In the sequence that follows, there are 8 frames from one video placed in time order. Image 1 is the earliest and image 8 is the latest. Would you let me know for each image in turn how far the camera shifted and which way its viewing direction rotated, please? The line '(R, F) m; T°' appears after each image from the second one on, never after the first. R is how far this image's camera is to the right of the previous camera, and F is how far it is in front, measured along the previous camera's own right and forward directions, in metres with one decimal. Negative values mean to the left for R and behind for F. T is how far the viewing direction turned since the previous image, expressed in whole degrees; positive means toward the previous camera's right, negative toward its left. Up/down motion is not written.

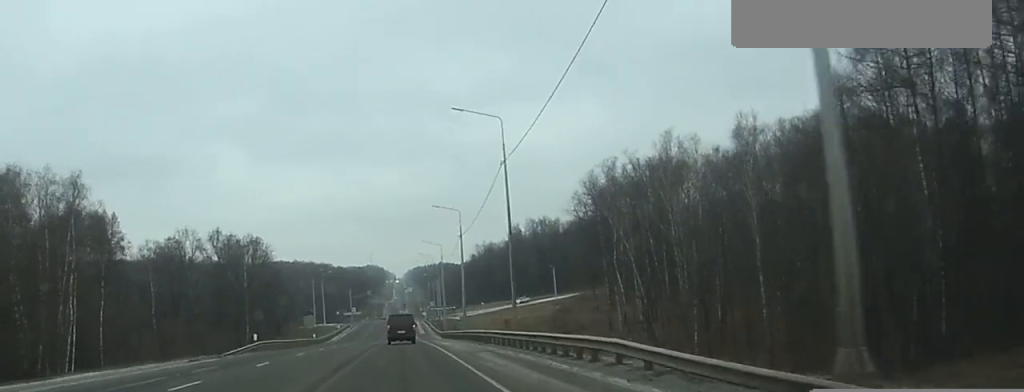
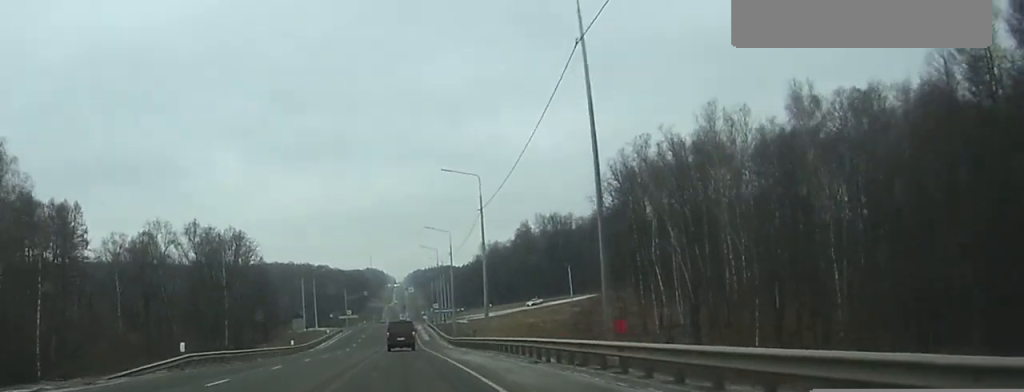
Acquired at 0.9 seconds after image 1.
(+0.1, +20.5) m; 0°
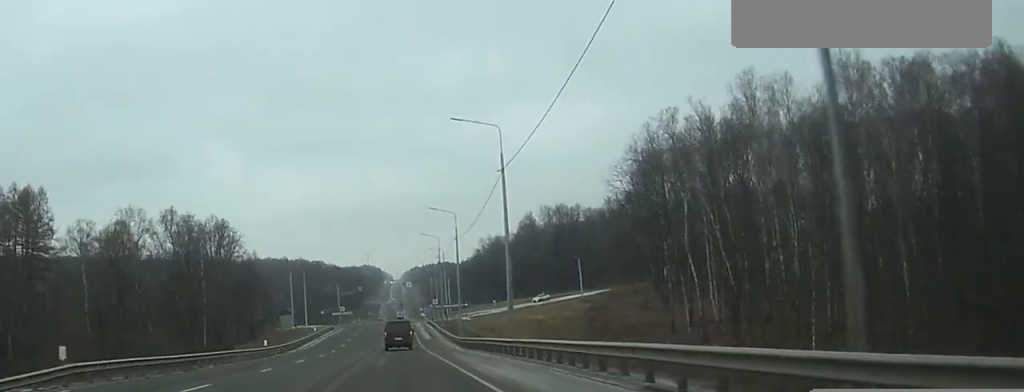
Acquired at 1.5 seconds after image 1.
(0.0, +14.5) m; 0°
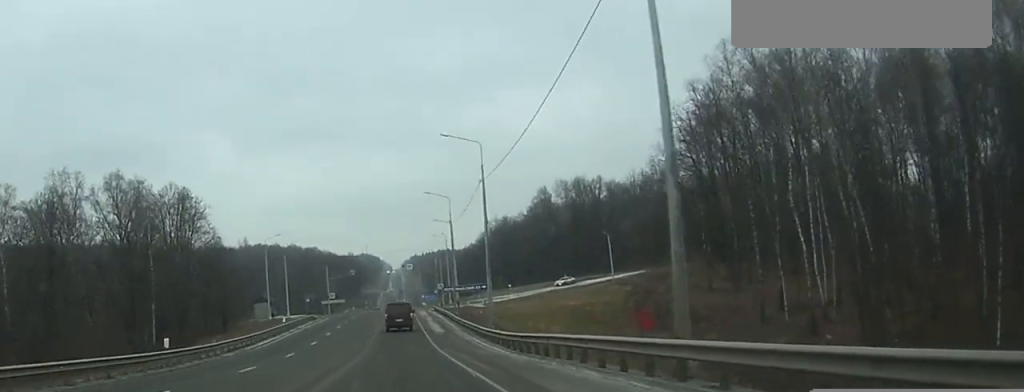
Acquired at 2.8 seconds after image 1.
(-0.1, +28.2) m; 0°
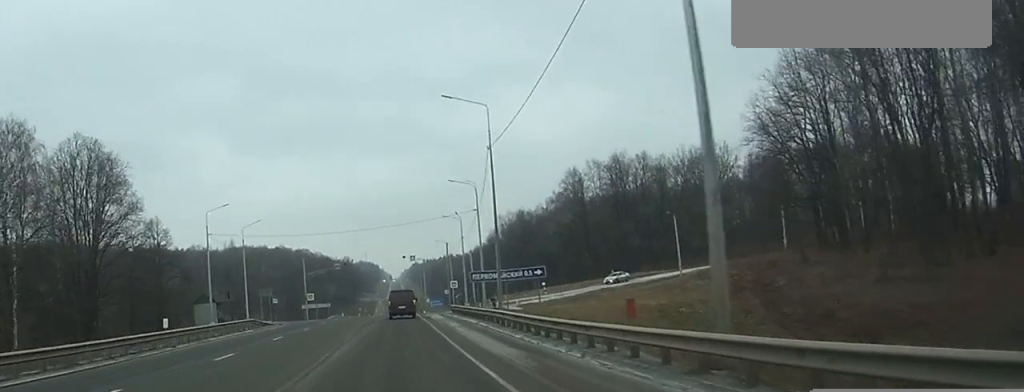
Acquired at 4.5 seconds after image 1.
(0.0, +39.3) m; 0°
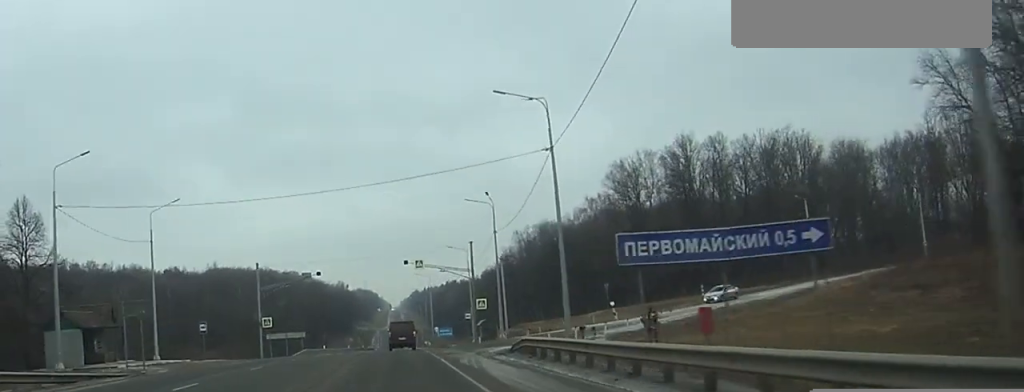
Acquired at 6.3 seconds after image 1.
(+0.1, +40.8) m; 0°
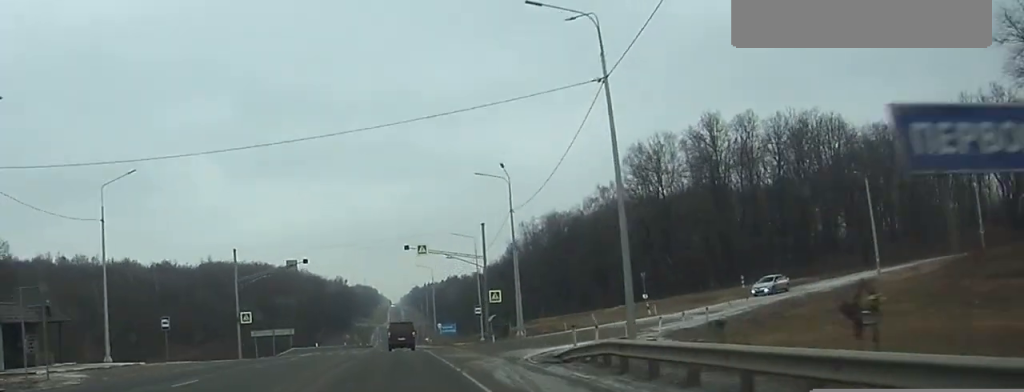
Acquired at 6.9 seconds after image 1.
(0.0, +11.6) m; 0°
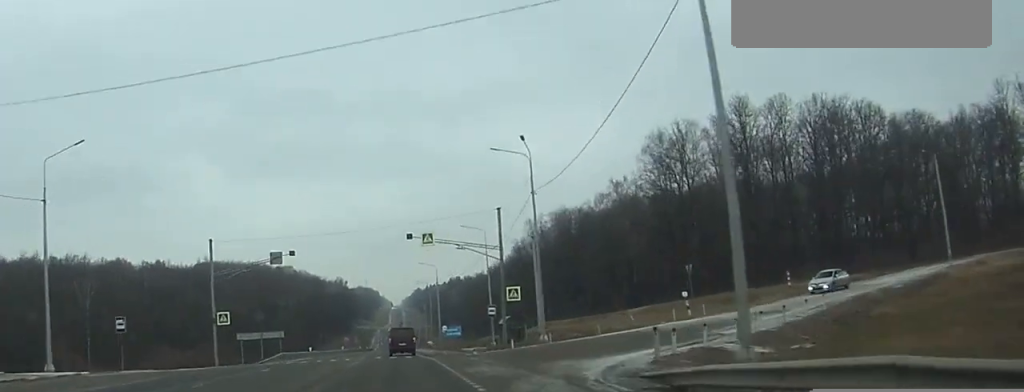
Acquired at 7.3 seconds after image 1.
(0.0, +10.1) m; 0°
